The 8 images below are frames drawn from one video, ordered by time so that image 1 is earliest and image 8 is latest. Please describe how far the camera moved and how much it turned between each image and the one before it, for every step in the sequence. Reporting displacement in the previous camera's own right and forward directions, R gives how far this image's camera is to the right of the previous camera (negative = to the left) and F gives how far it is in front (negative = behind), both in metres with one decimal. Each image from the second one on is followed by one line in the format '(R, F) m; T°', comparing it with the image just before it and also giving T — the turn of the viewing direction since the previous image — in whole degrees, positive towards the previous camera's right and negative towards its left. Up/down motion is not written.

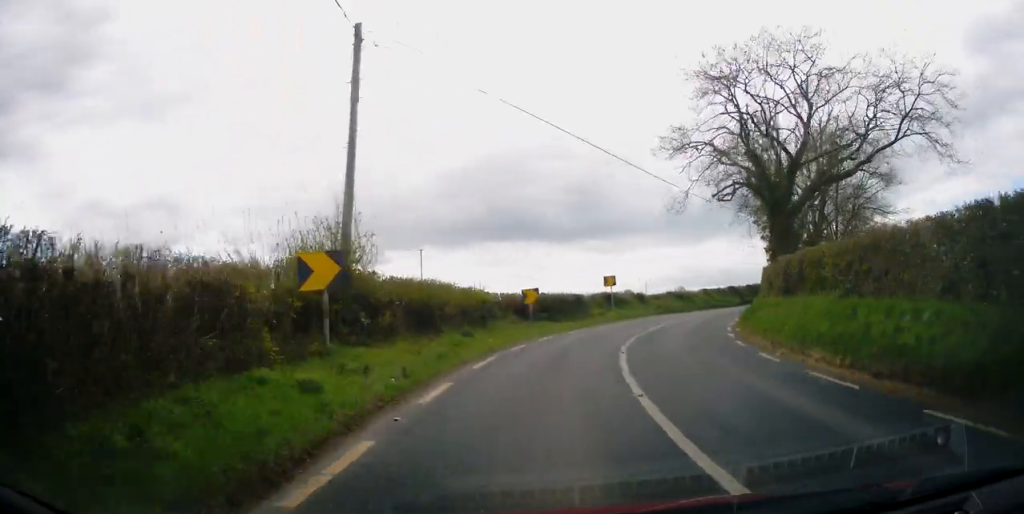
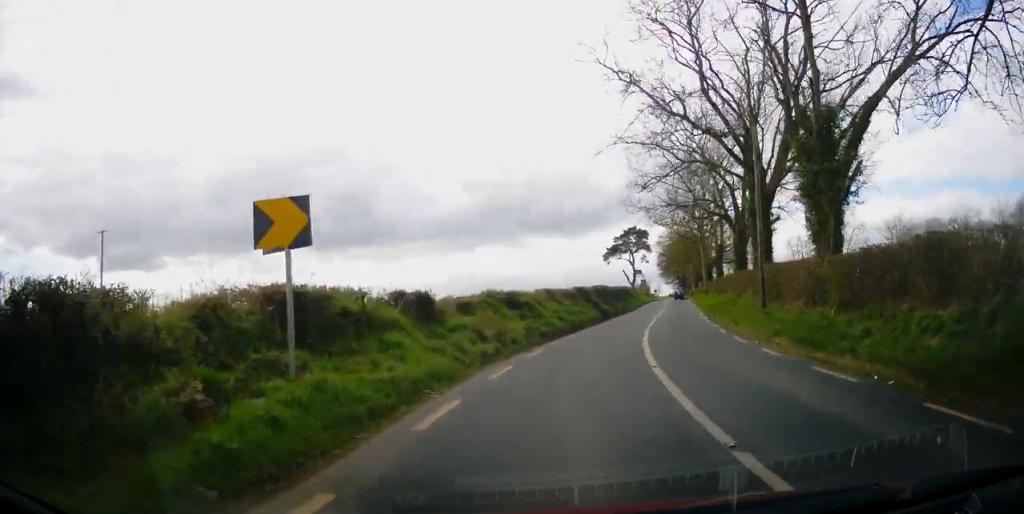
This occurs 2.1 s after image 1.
(+3.8, +28.4) m; +18°
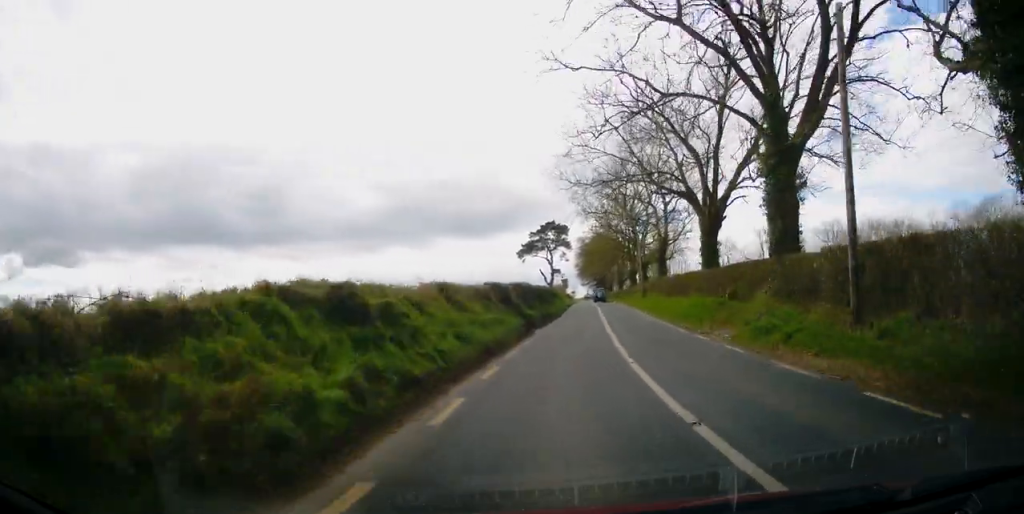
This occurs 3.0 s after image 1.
(+1.0, +11.1) m; +8°
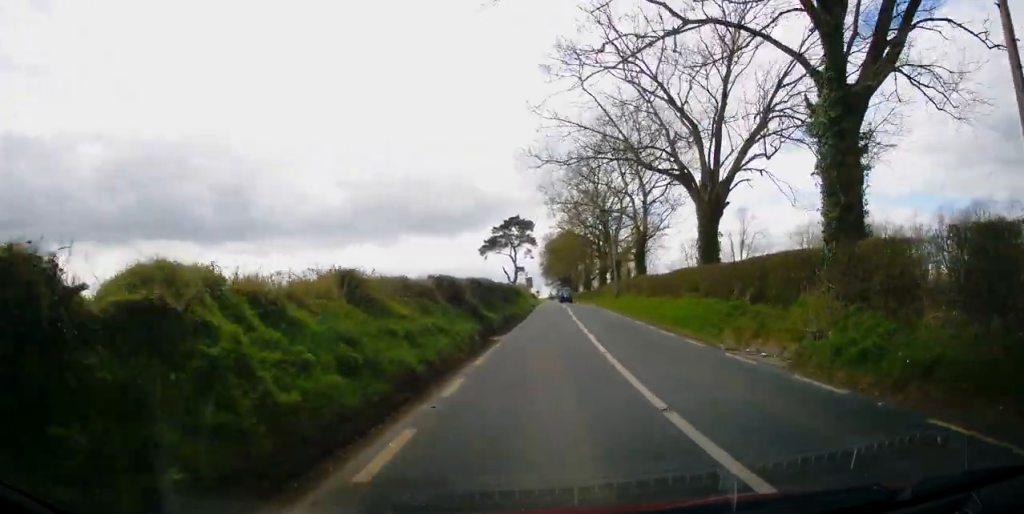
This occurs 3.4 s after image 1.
(+0.4, +5.8) m; +3°
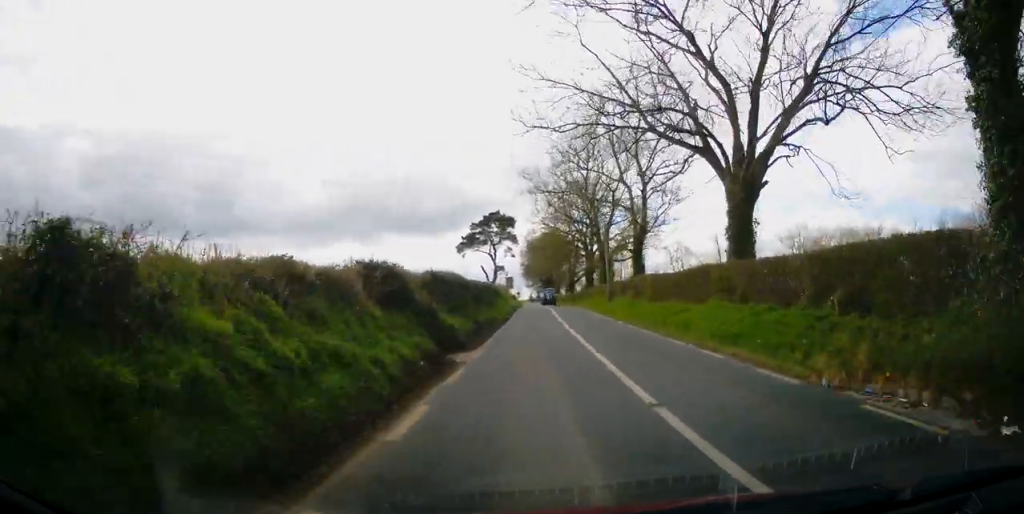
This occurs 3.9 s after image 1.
(+0.2, +6.4) m; +3°
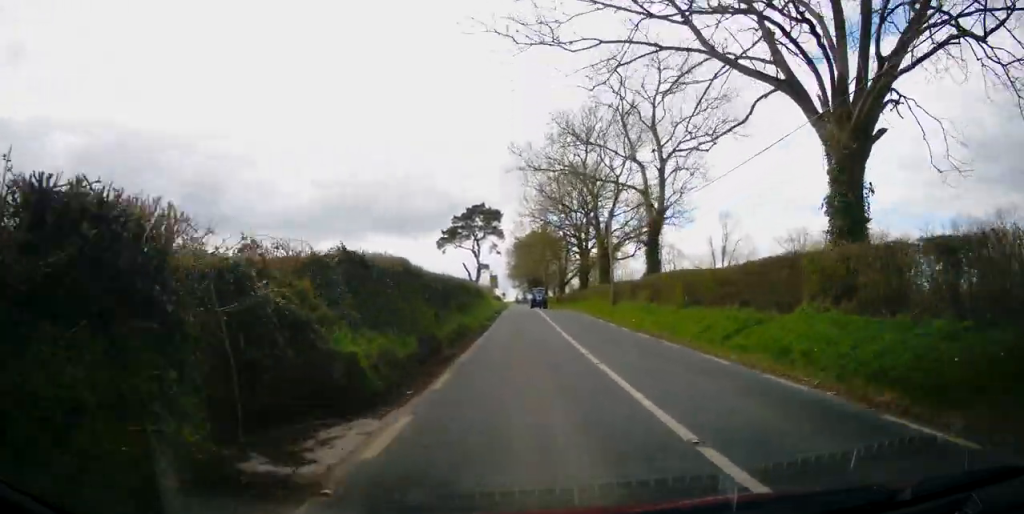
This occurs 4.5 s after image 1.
(0.0, +8.3) m; +3°
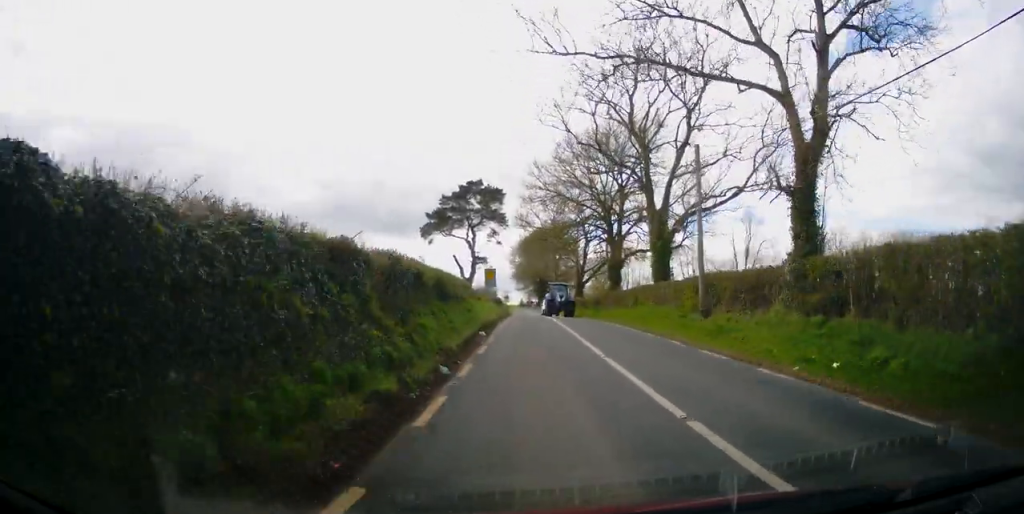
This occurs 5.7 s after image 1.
(+1.0, +18.1) m; +4°
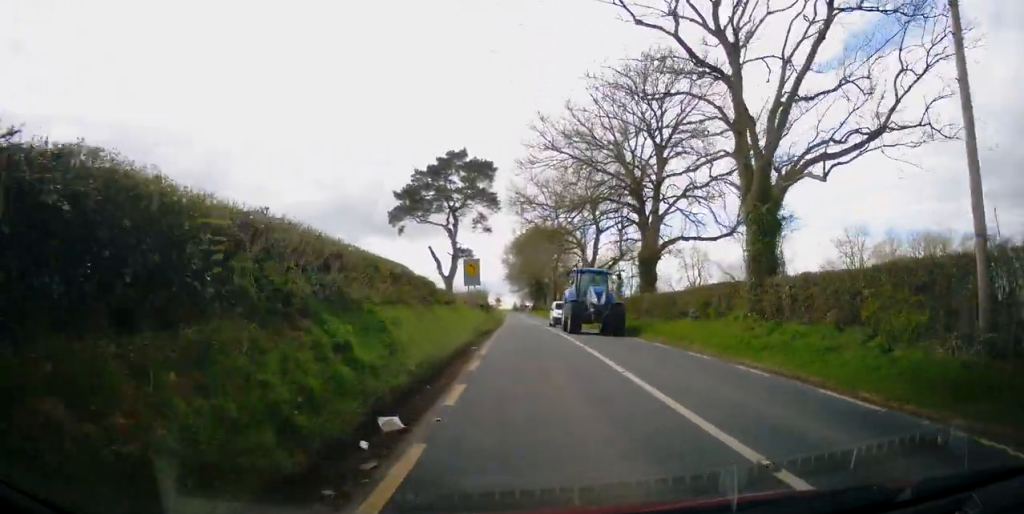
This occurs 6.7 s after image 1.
(0.0, +14.1) m; -2°
